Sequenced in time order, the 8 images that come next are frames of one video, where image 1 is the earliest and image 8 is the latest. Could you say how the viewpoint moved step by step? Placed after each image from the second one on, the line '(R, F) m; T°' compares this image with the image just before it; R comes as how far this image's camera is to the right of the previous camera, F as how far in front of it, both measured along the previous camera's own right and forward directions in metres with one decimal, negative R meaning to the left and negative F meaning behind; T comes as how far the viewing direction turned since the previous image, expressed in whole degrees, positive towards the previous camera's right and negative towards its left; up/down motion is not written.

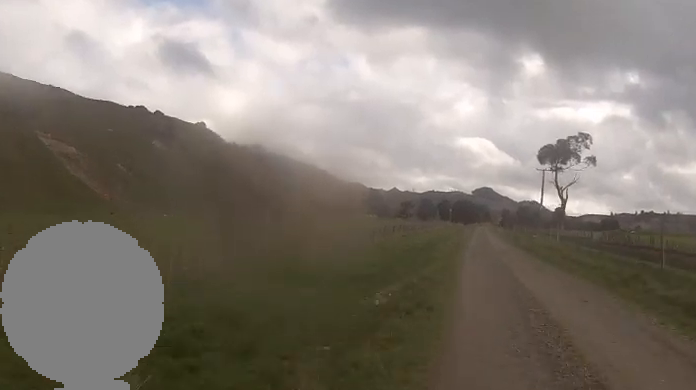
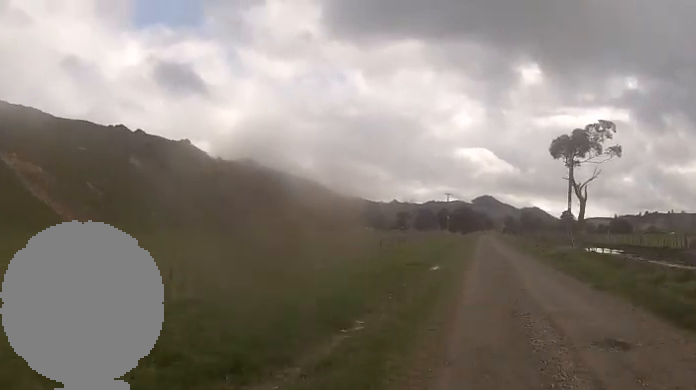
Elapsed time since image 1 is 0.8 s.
(-0.5, +17.8) m; 0°
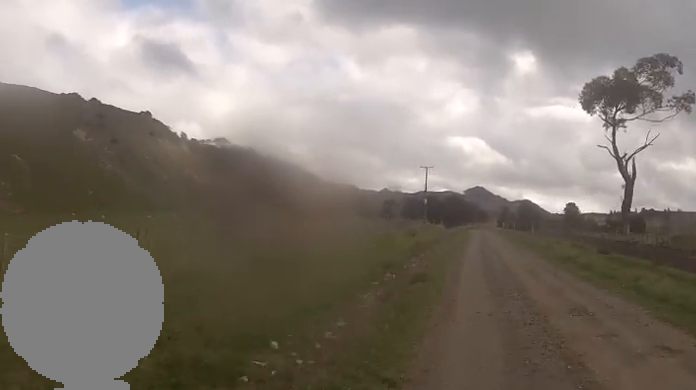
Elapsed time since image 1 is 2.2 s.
(+1.0, +30.0) m; +2°
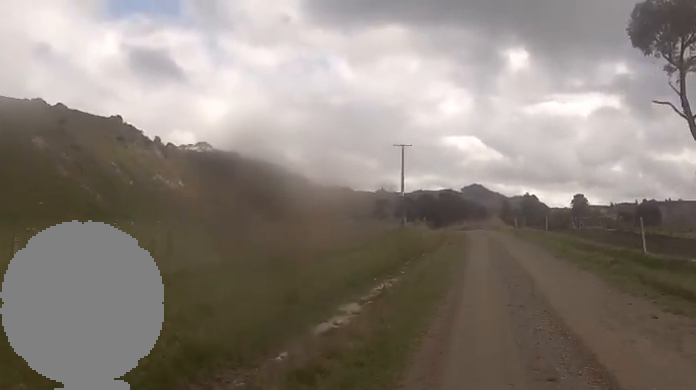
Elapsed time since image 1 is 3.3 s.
(0.0, +21.1) m; 0°
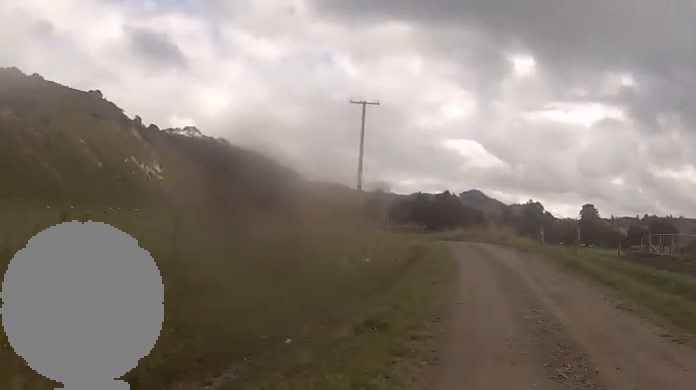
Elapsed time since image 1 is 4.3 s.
(0.0, +19.1) m; -1°
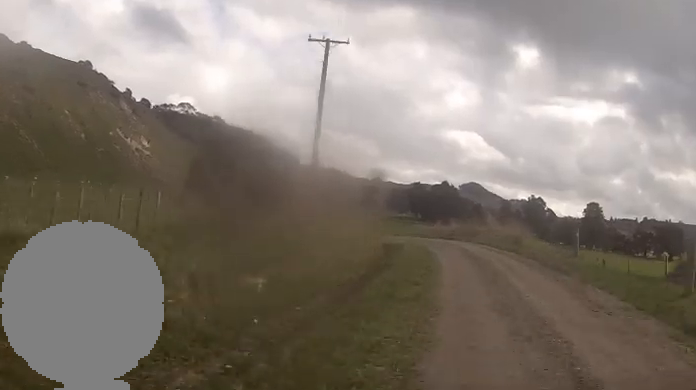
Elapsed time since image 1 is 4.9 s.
(-0.1, +9.5) m; -3°
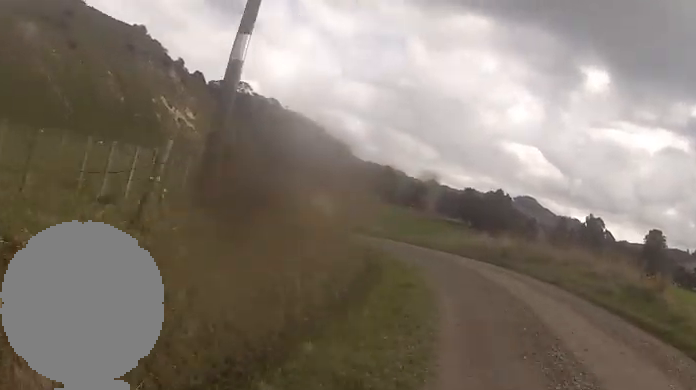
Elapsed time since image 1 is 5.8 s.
(-0.5, +13.7) m; -8°
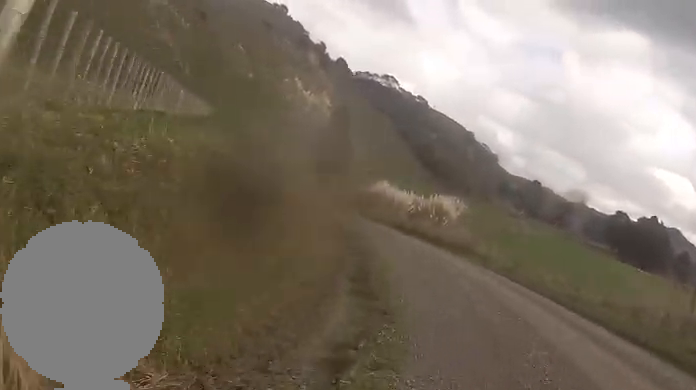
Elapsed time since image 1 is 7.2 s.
(-3.4, +17.3) m; -19°
